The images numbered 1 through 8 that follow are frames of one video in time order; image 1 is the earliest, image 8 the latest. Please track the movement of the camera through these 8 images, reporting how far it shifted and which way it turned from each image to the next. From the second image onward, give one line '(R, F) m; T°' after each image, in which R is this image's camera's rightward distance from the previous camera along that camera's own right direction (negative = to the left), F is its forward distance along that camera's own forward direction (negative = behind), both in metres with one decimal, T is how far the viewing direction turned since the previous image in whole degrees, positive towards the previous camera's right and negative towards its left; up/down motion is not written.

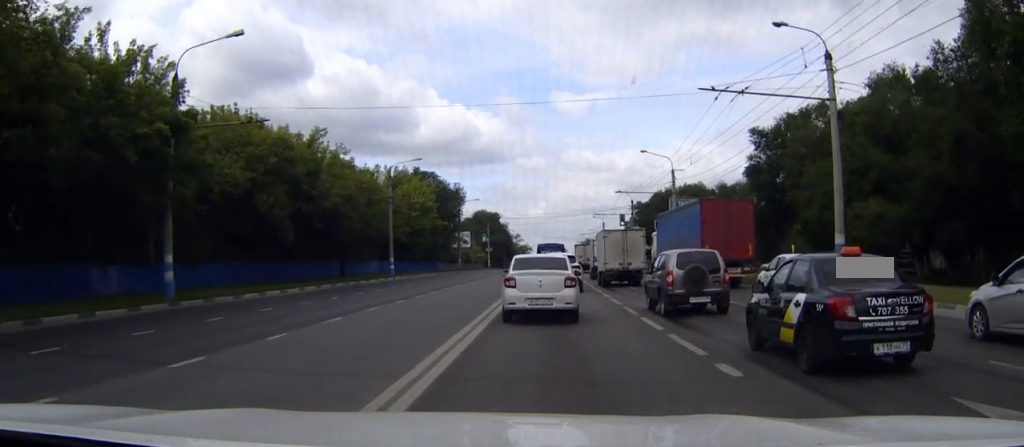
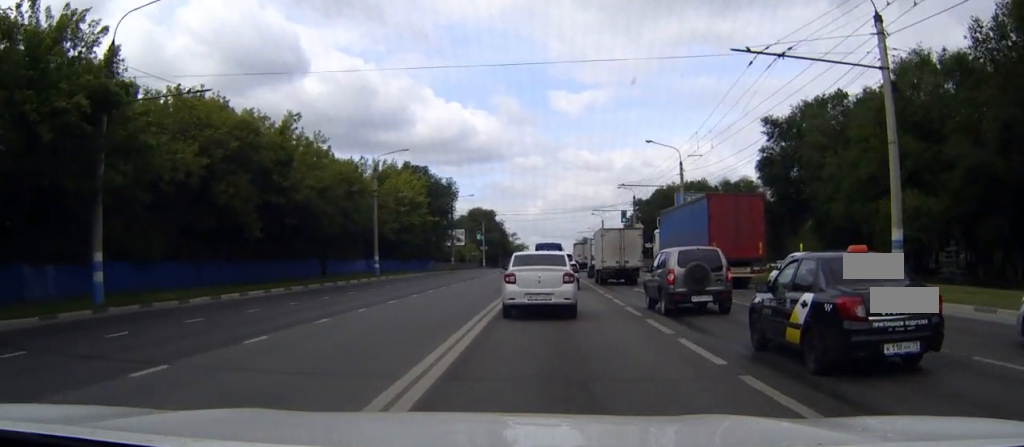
(0.0, +5.0) m; 0°
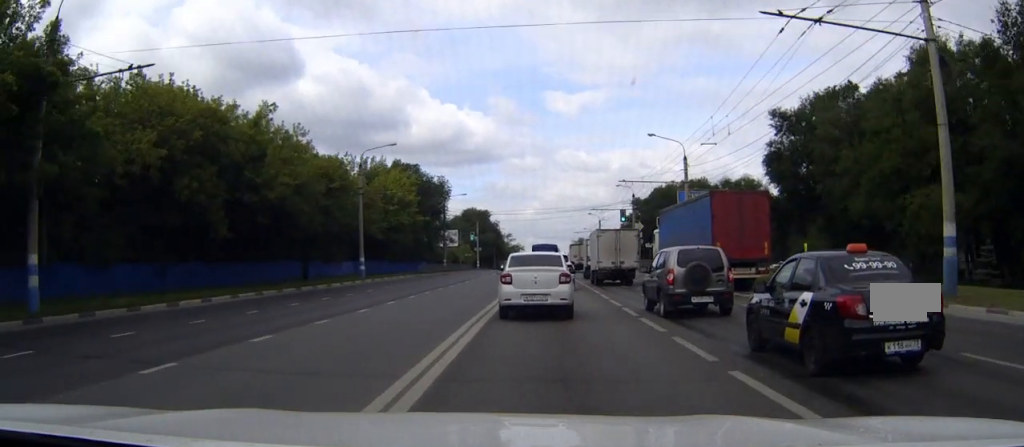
(0.0, +3.4) m; 0°
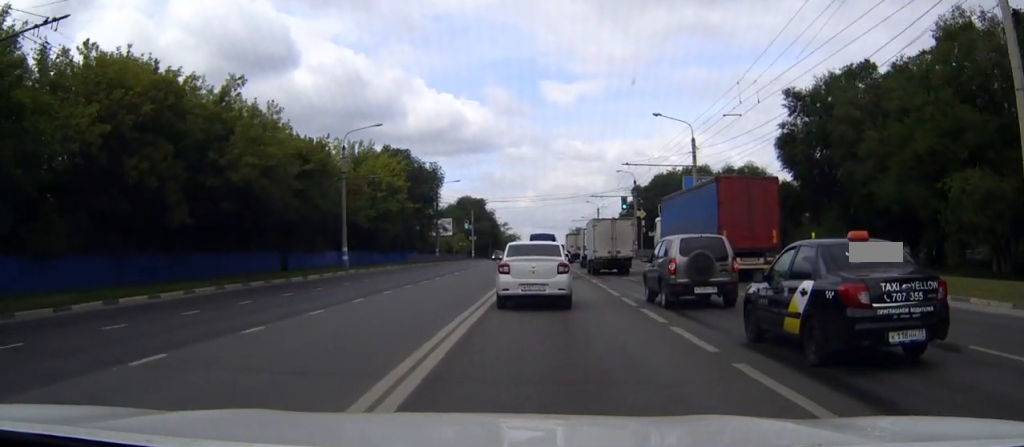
(0.0, +4.2) m; 0°
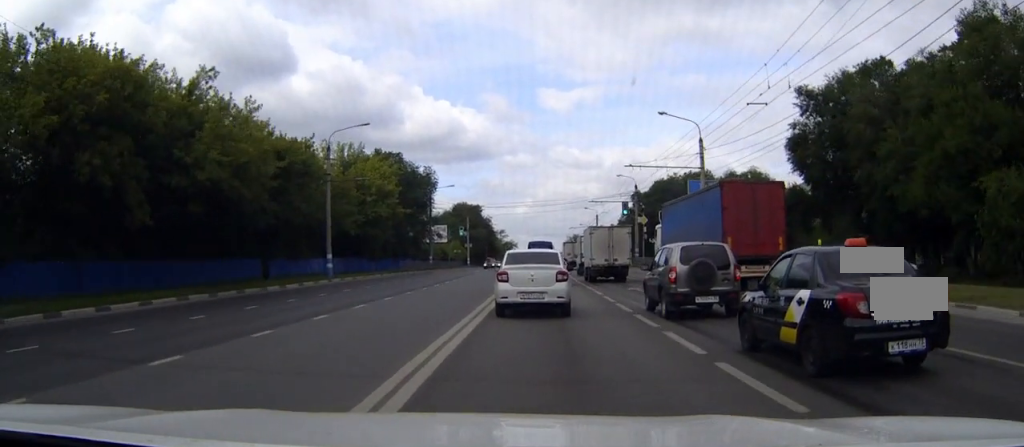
(0.0, +3.4) m; 0°
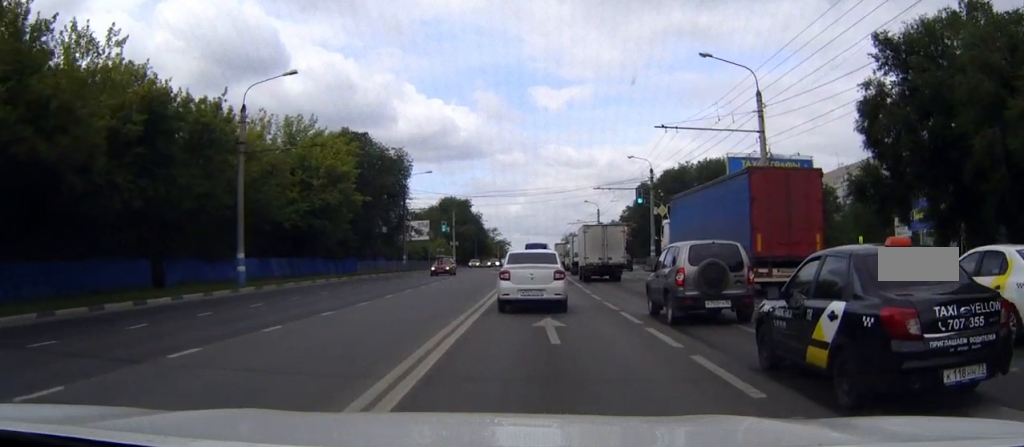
(+0.1, +14.9) m; 0°
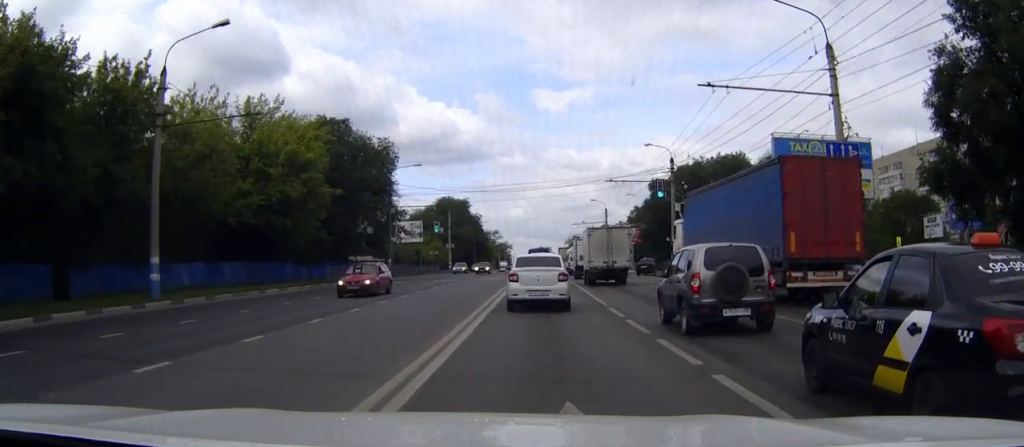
(0.0, +9.2) m; 0°
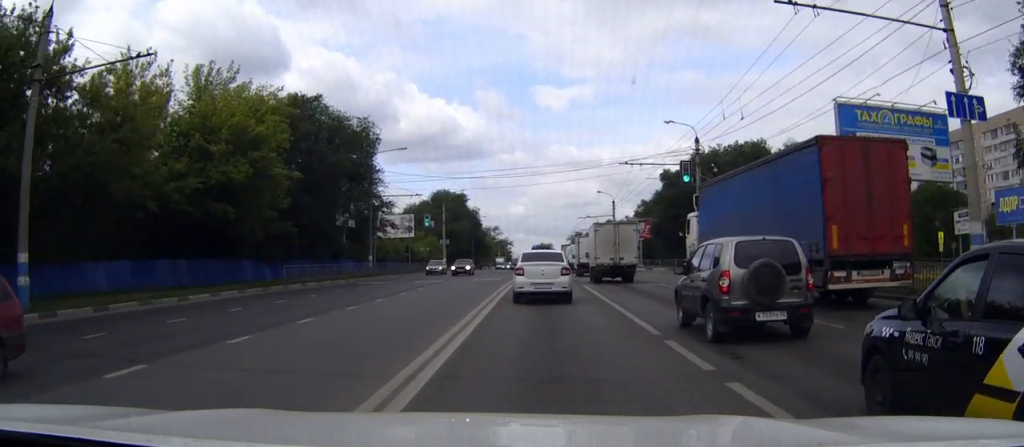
(0.0, +8.8) m; 0°
